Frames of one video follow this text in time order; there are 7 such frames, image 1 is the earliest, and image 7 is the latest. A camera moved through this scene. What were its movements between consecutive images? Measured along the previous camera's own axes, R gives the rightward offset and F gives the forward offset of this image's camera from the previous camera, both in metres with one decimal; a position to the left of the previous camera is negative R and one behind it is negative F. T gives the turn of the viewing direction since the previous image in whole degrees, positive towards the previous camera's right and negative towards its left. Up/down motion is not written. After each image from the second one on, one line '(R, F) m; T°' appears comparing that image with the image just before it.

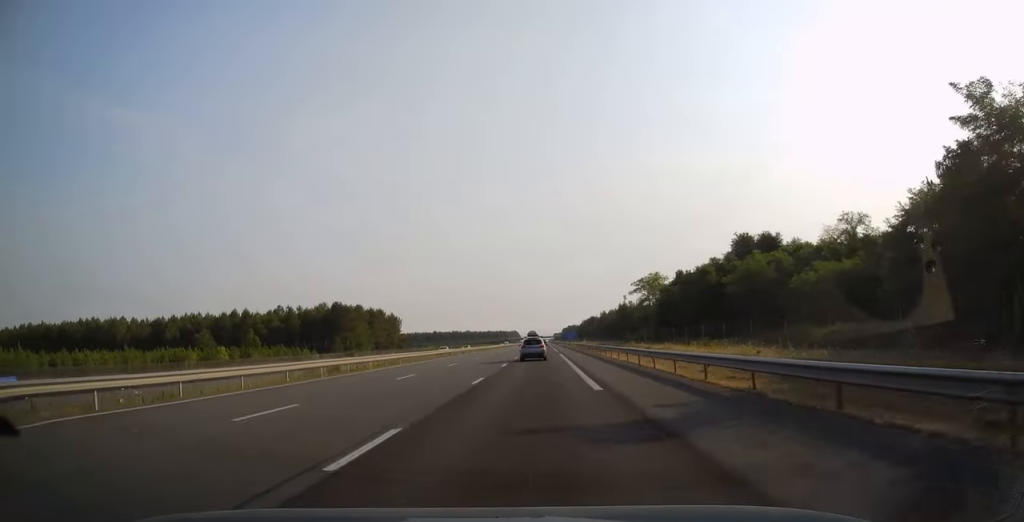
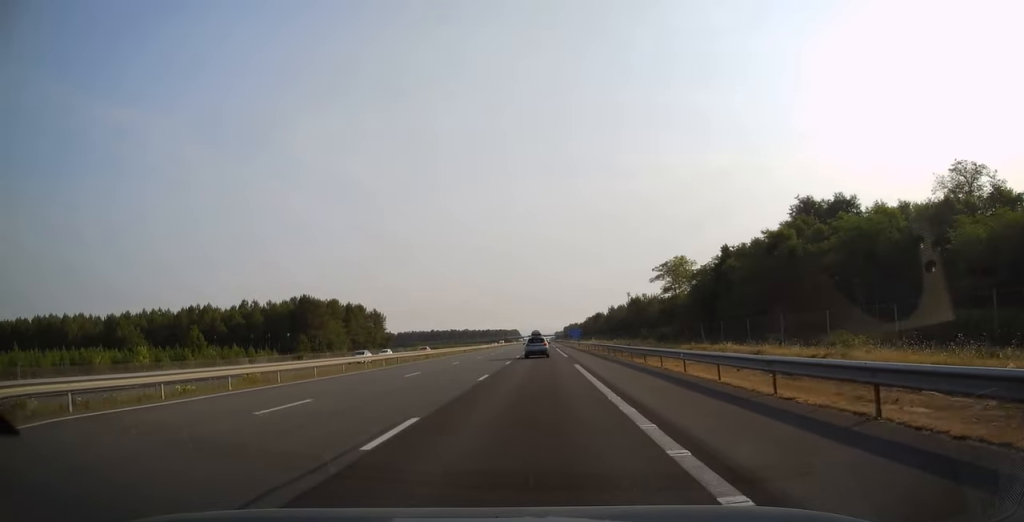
(+0.1, +25.1) m; 0°
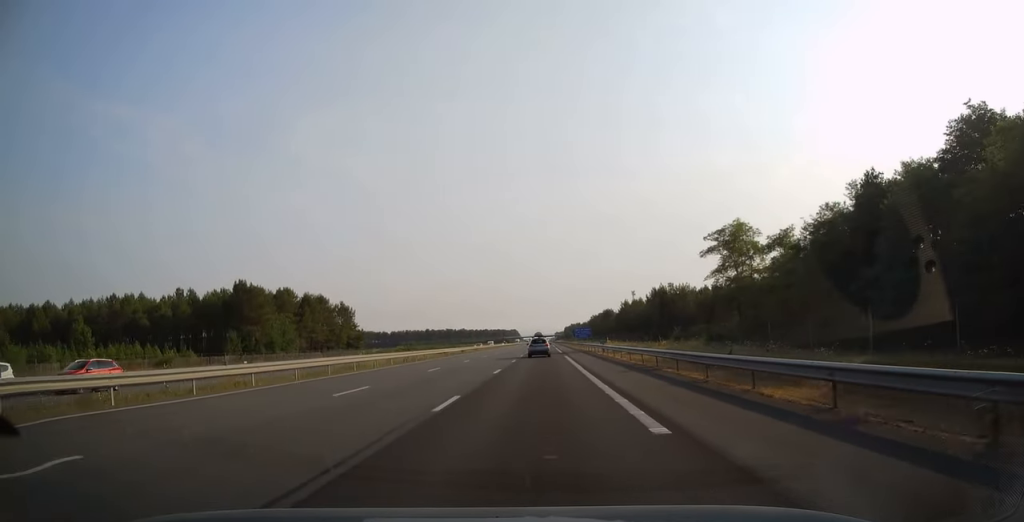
(+0.1, +34.4) m; 0°
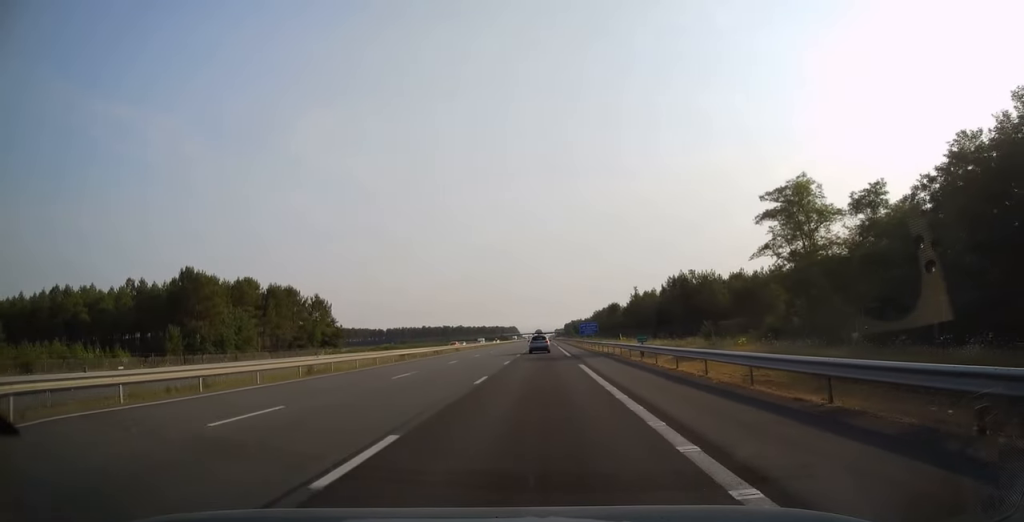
(-0.1, +19.7) m; 0°
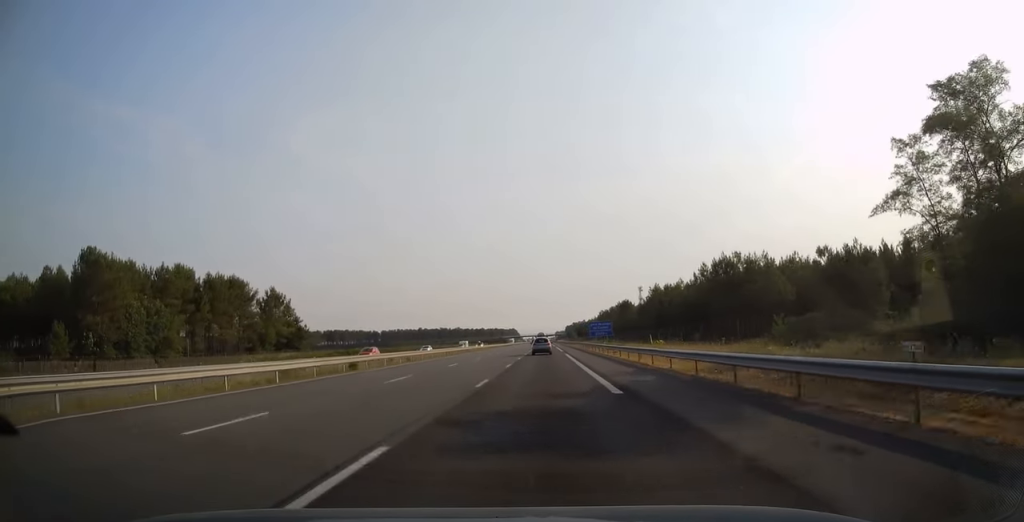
(0.0, +26.5) m; 0°
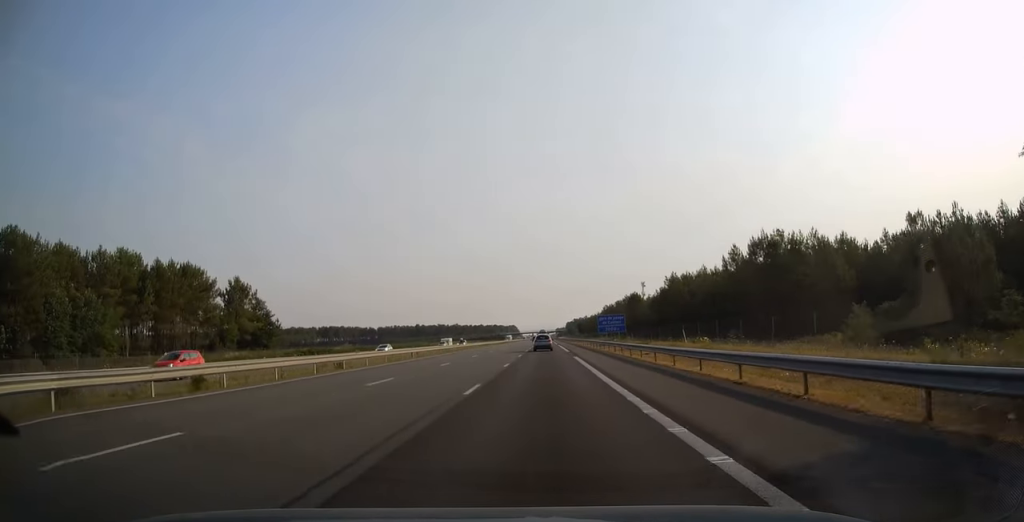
(0.0, +16.2) m; 0°
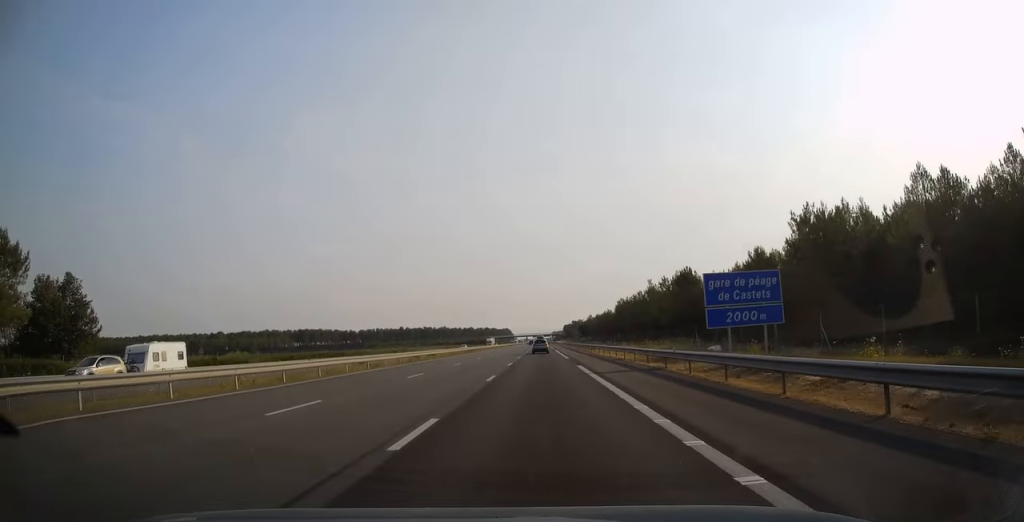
(+0.1, +59.0) m; 0°
